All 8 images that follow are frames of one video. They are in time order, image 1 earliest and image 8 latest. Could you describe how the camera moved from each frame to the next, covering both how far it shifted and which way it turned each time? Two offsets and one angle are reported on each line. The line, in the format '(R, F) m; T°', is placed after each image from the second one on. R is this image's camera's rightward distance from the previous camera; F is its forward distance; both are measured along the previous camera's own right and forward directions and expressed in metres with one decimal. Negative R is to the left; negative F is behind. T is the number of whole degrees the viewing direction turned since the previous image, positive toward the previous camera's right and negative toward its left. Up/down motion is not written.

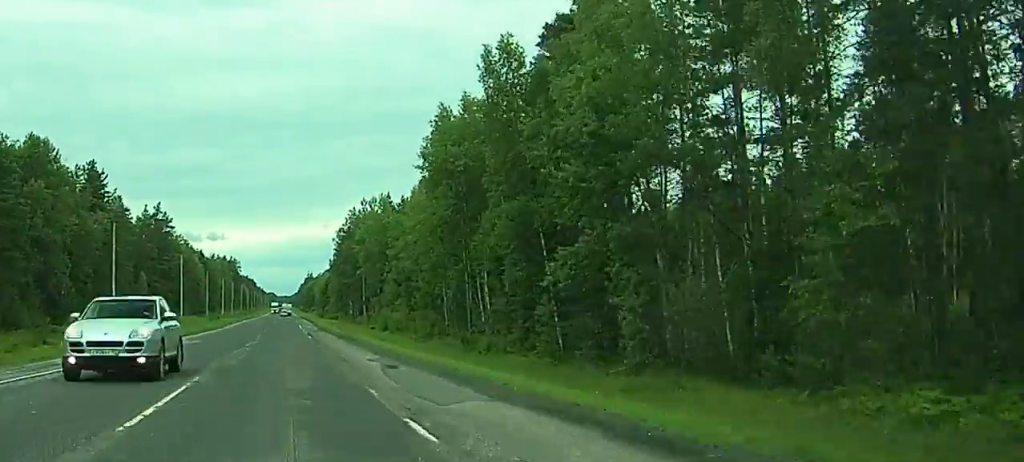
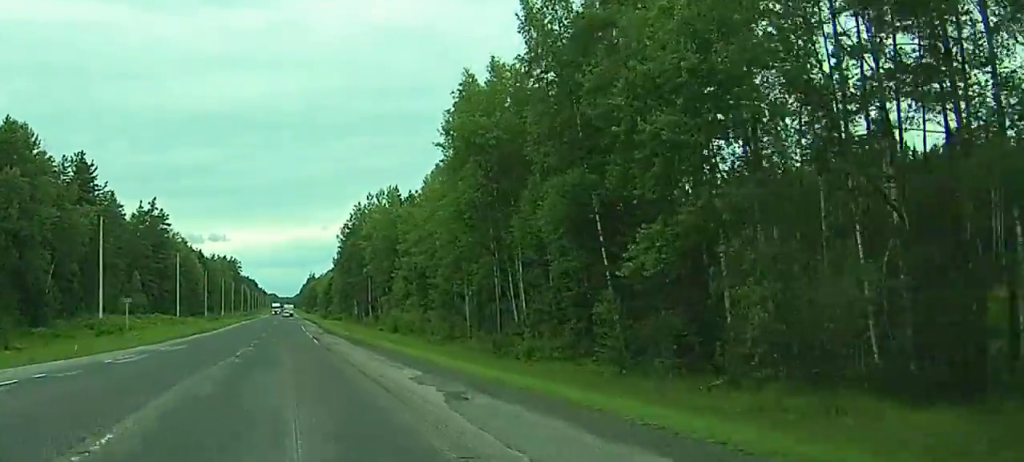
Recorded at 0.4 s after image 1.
(0.0, +9.1) m; 0°
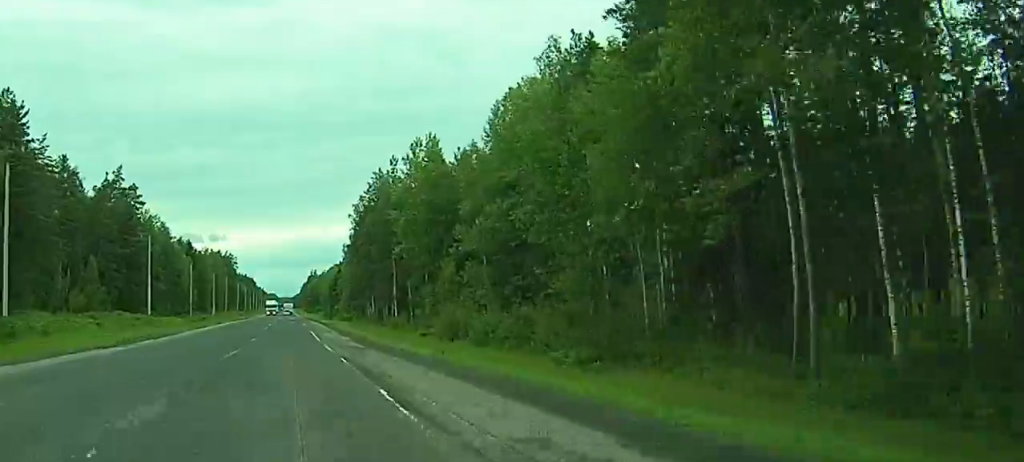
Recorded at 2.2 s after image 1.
(-0.1, +37.1) m; 0°
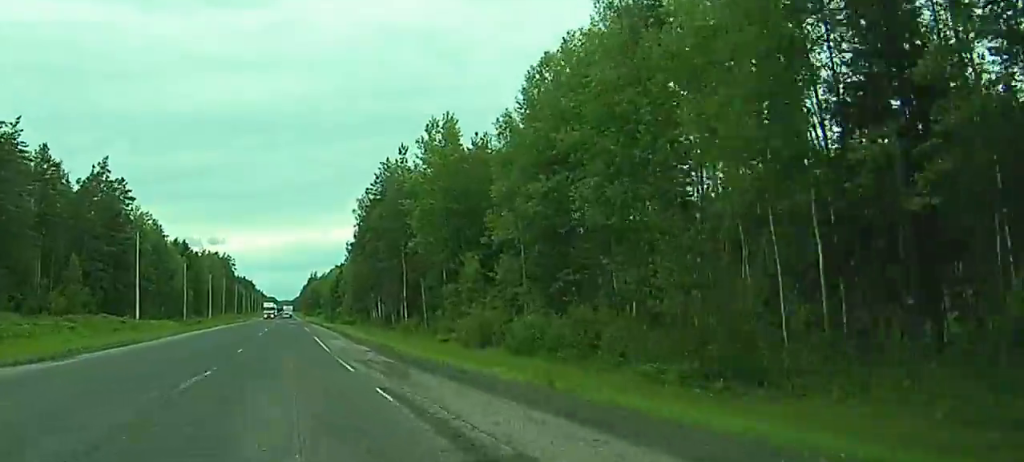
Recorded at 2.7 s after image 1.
(0.0, +10.8) m; 0°
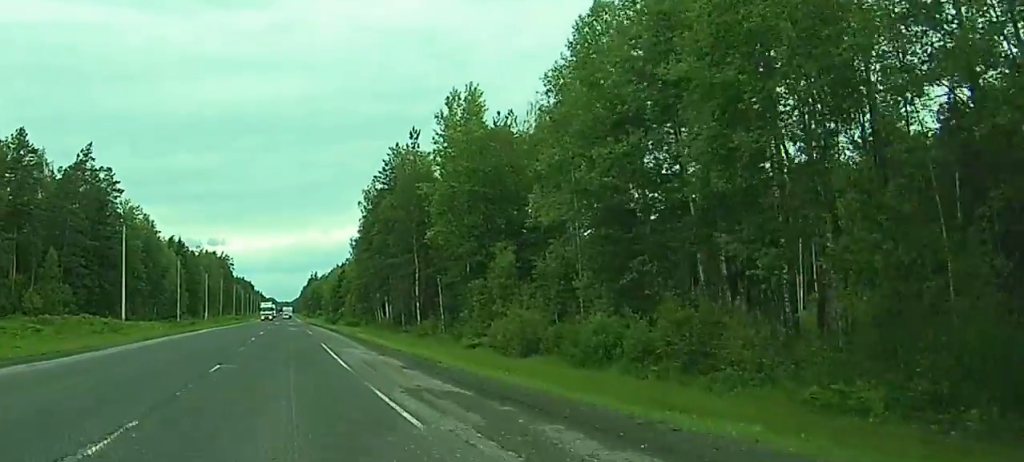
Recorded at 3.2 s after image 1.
(0.0, +10.9) m; +1°
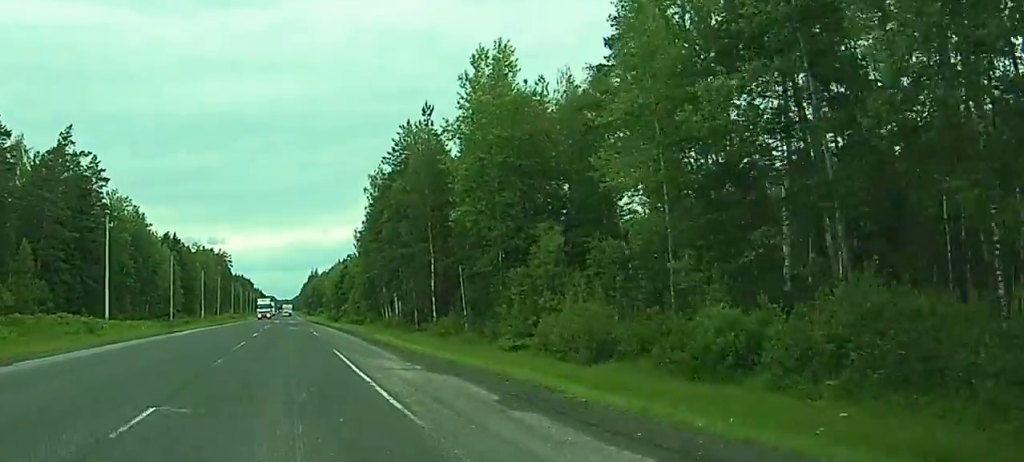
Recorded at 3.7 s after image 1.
(-0.1, +10.9) m; +1°
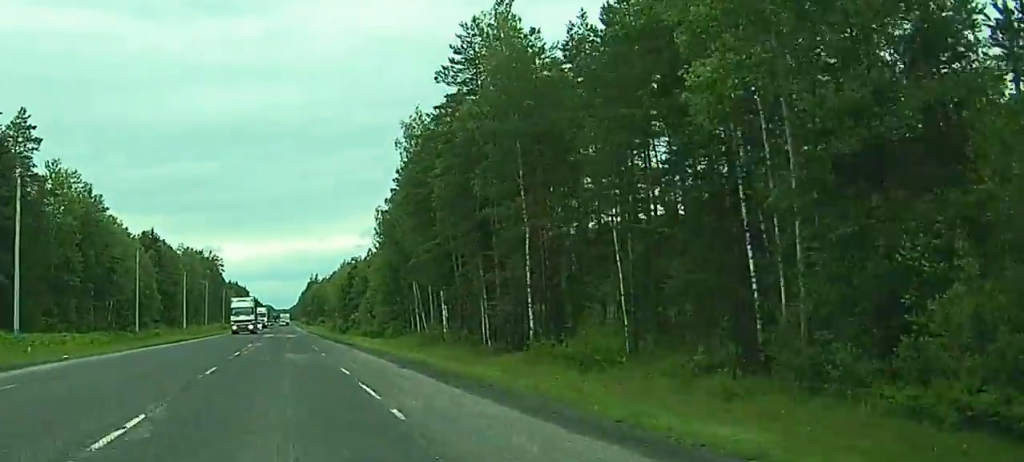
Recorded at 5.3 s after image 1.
(+0.3, +36.6) m; 0°
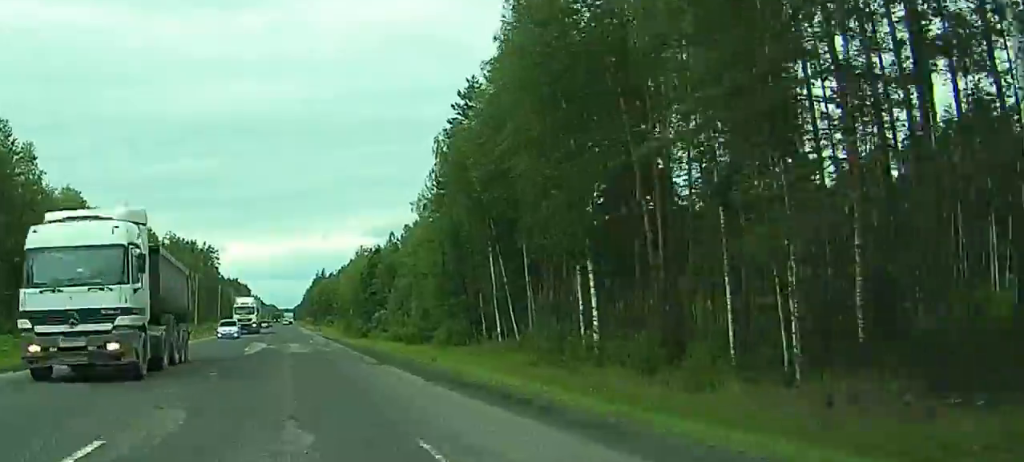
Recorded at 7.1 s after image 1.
(-0.3, +38.4) m; 0°
